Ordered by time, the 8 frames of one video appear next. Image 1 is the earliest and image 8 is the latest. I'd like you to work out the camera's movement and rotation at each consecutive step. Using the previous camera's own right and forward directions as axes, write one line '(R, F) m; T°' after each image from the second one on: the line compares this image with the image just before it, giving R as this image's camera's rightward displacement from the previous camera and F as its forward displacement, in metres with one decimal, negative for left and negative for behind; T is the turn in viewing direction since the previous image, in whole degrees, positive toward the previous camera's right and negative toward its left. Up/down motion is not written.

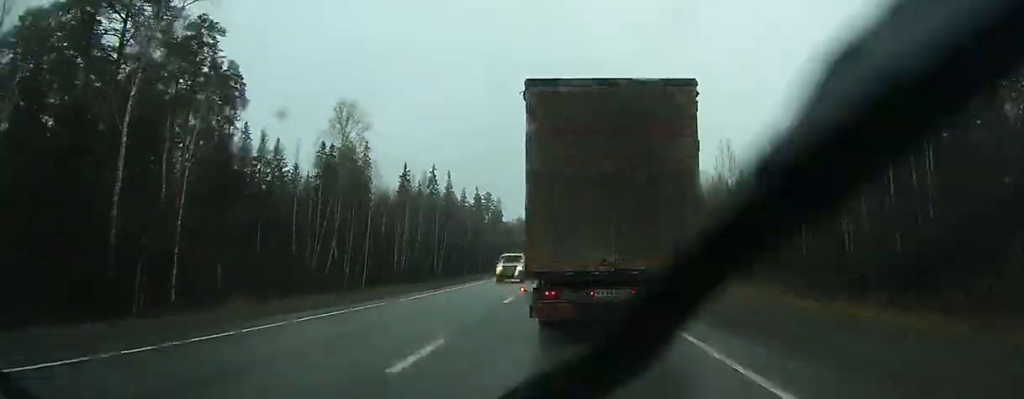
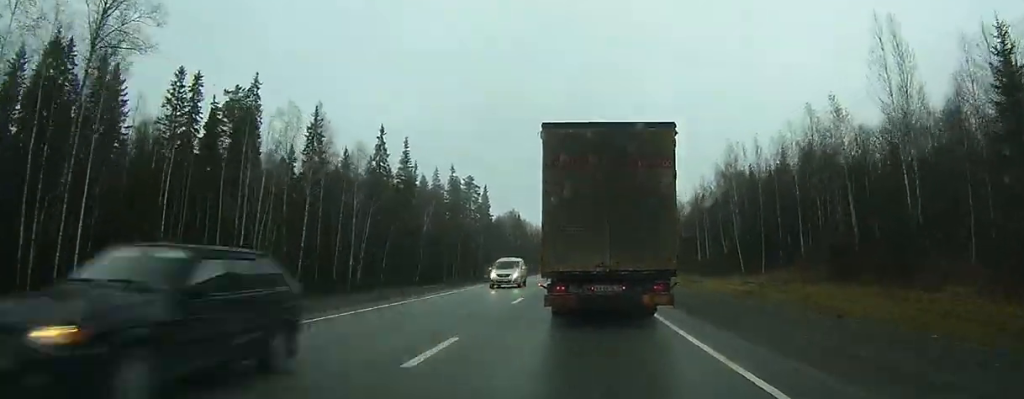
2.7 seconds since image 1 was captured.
(-0.1, +50.8) m; 0°
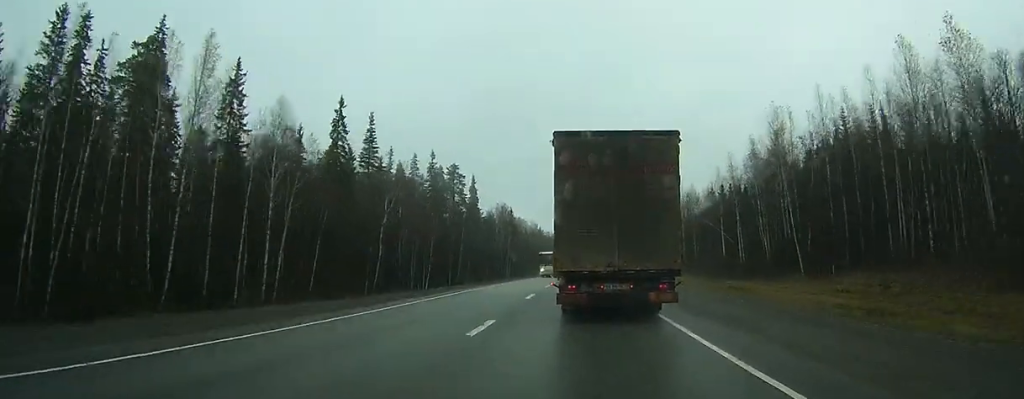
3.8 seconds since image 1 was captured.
(+0.1, +20.6) m; 0°
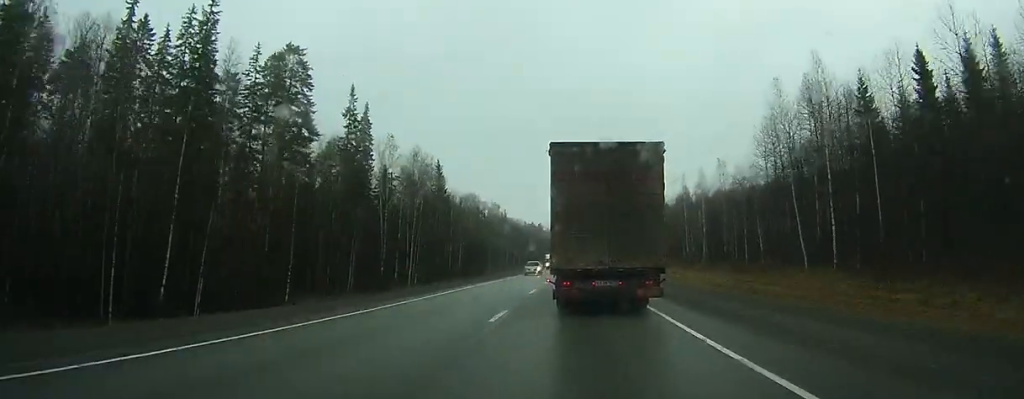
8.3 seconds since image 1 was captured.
(+1.6, +79.8) m; +2°
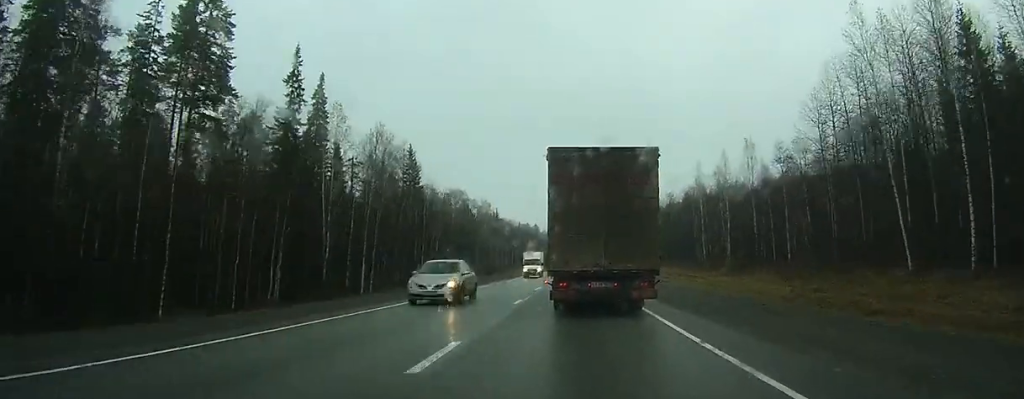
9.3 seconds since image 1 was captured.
(0.0, +17.8) m; 0°
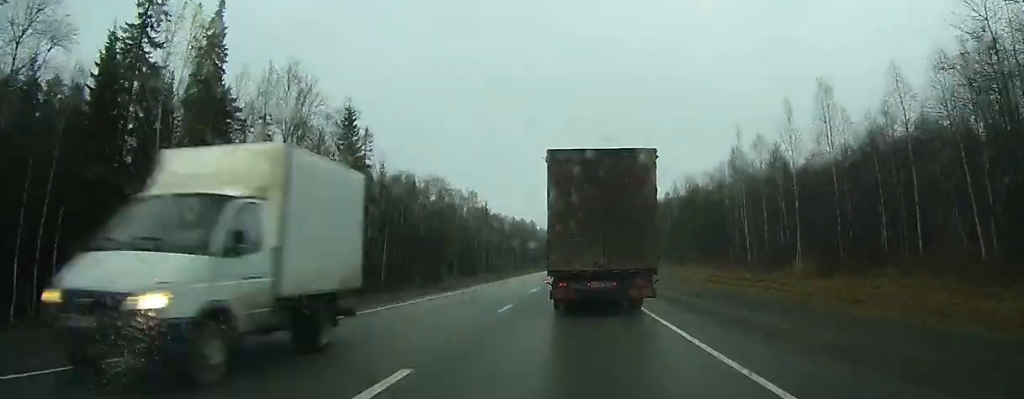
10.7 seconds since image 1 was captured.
(0.0, +26.3) m; 0°
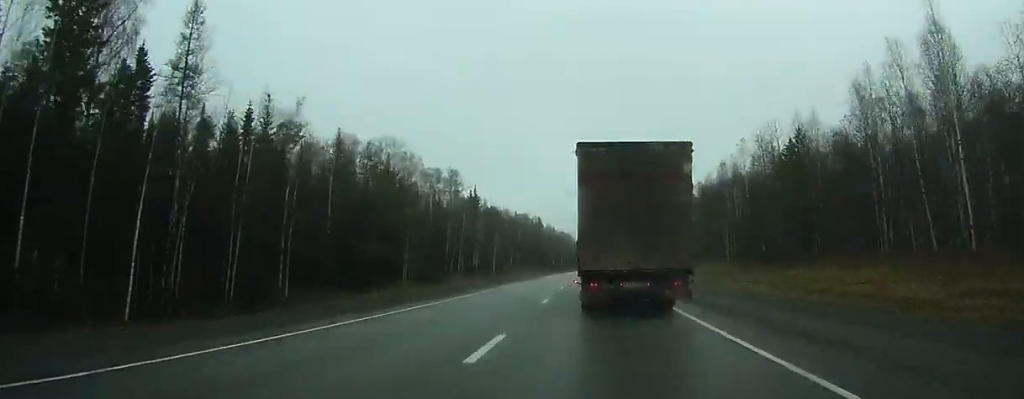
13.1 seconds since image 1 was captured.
(+0.2, +43.6) m; 0°
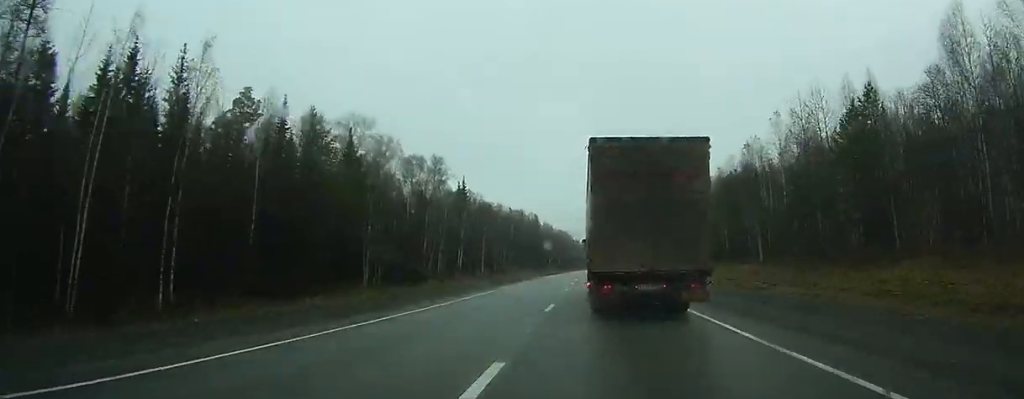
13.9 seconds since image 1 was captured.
(-0.2, +14.9) m; 0°
